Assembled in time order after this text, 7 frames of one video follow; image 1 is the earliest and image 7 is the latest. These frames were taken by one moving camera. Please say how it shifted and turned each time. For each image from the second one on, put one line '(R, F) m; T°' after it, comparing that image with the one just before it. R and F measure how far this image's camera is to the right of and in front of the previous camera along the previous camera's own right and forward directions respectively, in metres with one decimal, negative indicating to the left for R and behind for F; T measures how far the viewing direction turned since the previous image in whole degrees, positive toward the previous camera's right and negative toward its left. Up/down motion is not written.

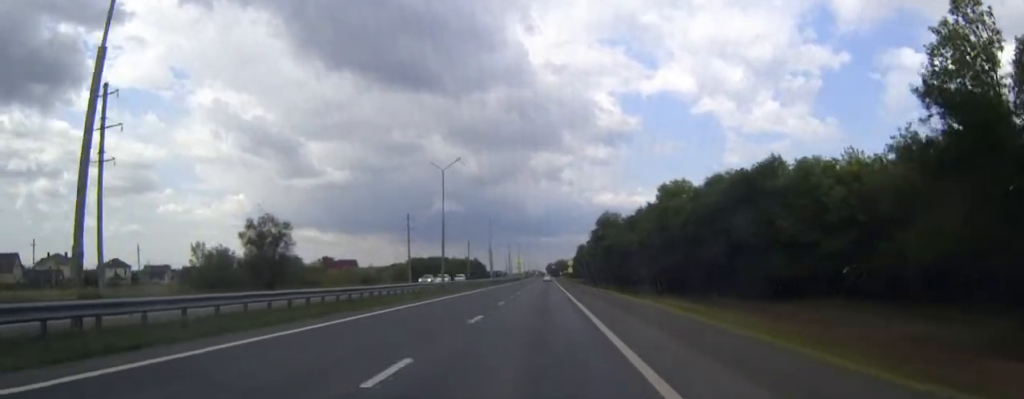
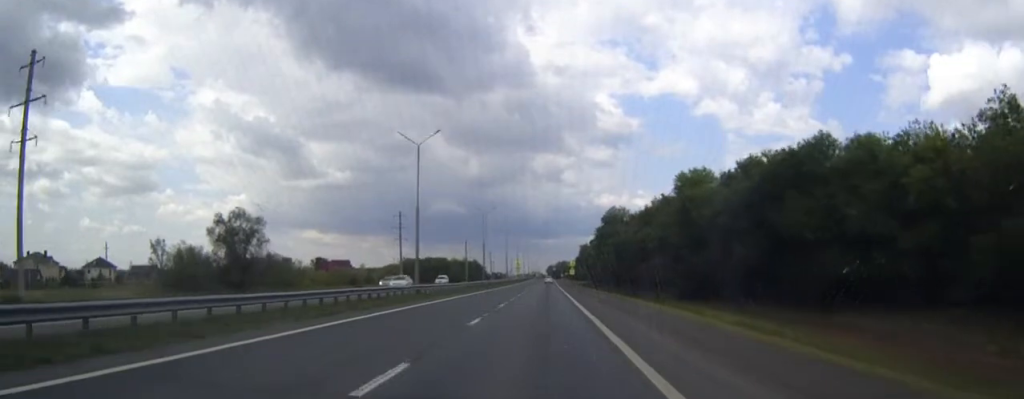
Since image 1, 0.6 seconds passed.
(0.0, +12.6) m; 0°
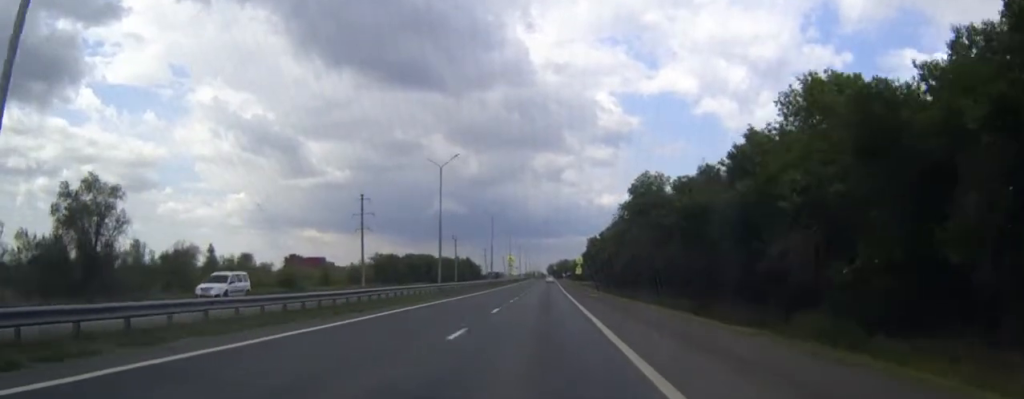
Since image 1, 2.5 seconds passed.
(-0.1, +40.5) m; 0°
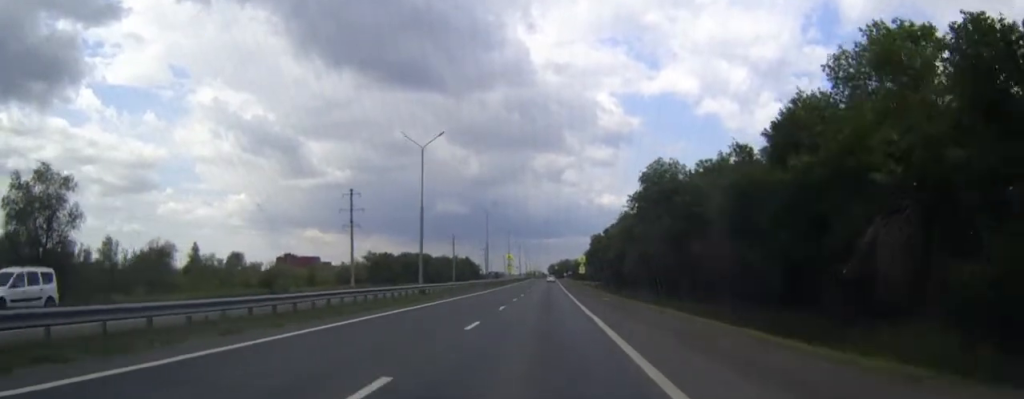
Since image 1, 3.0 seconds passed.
(0.0, +9.1) m; 0°
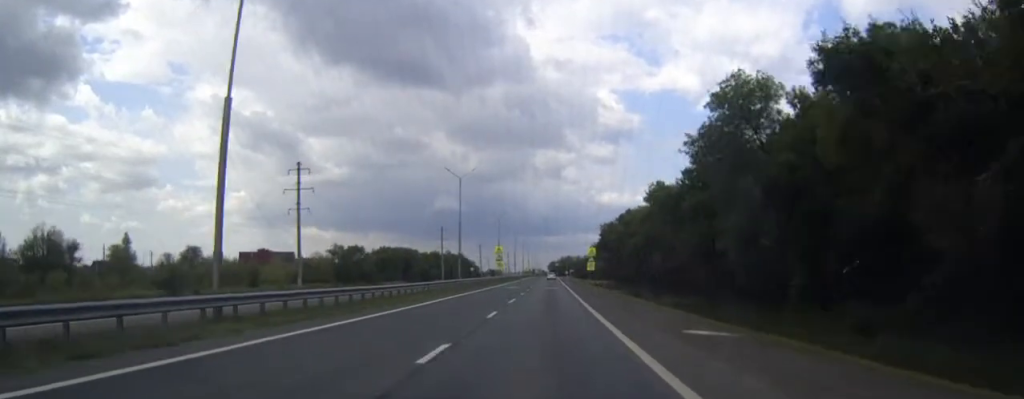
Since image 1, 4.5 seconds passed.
(+0.1, +31.5) m; 0°
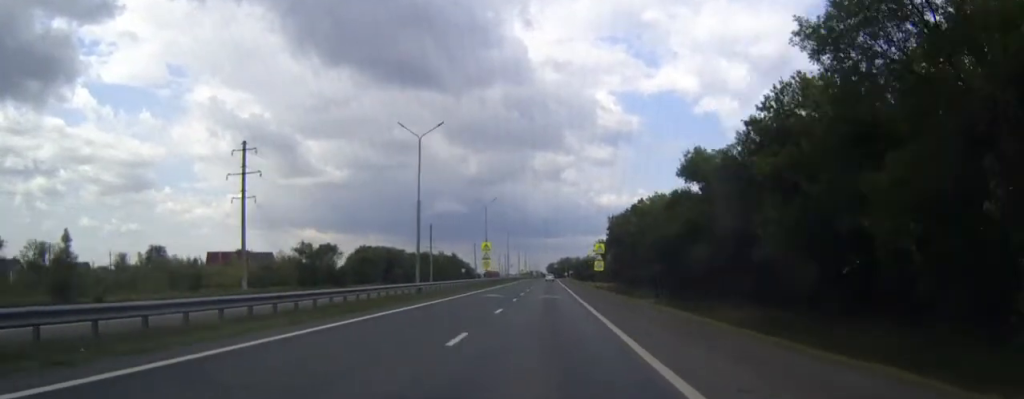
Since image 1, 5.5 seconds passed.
(0.0, +20.9) m; 0°
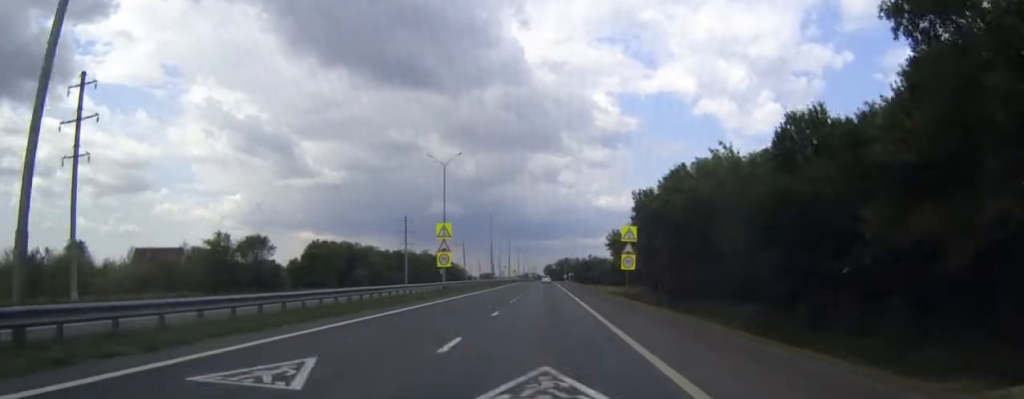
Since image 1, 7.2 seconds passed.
(0.0, +37.3) m; 0°
